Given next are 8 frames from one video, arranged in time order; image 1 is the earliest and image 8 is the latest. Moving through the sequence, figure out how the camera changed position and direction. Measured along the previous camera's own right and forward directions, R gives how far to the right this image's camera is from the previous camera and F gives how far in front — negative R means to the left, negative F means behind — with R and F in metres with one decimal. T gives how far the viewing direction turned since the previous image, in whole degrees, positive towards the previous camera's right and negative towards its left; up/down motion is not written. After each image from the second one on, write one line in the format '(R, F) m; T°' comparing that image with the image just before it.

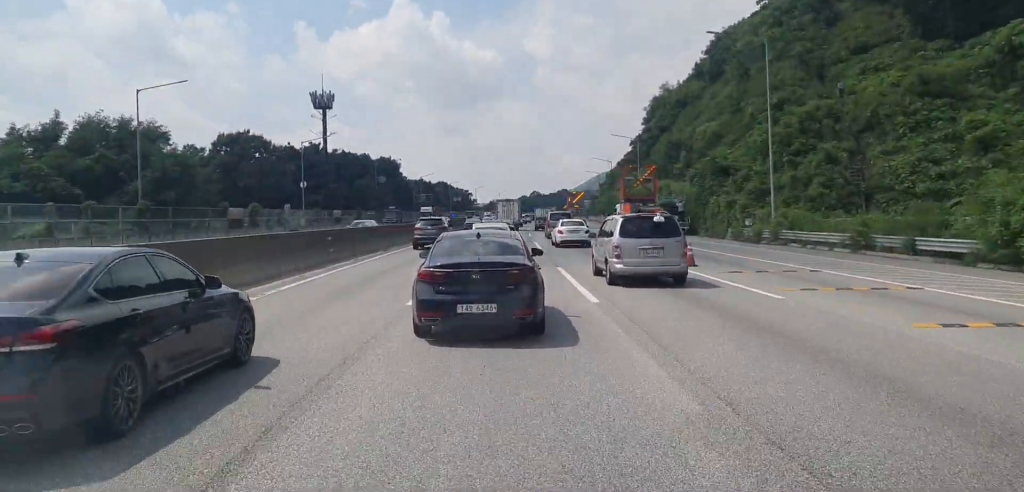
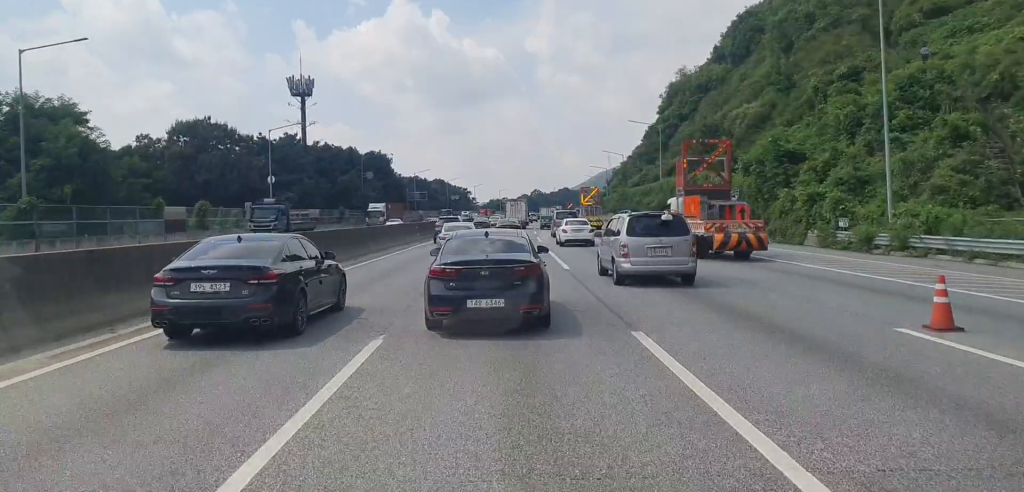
(-0.7, +14.4) m; -2°
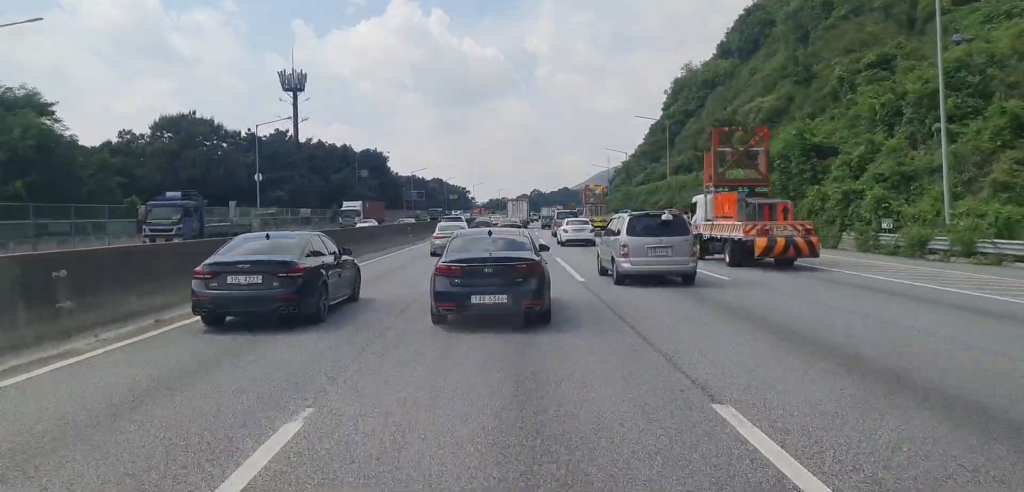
(+0.2, +4.3) m; +1°
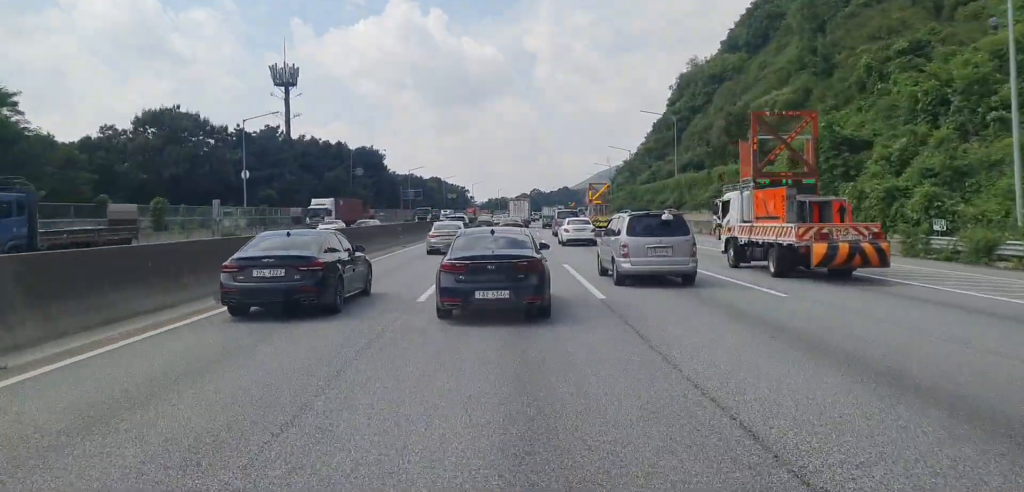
(+0.1, +4.0) m; +1°
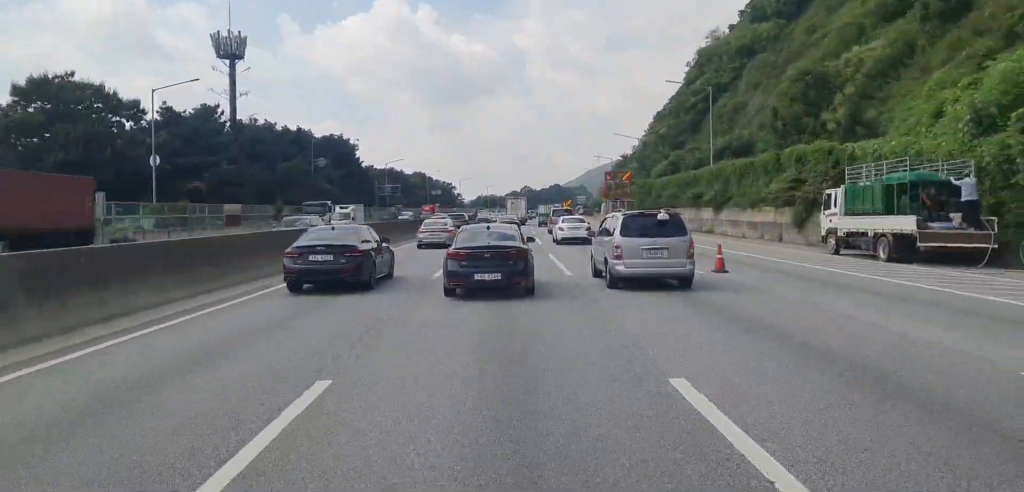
(+0.1, +17.8) m; 0°
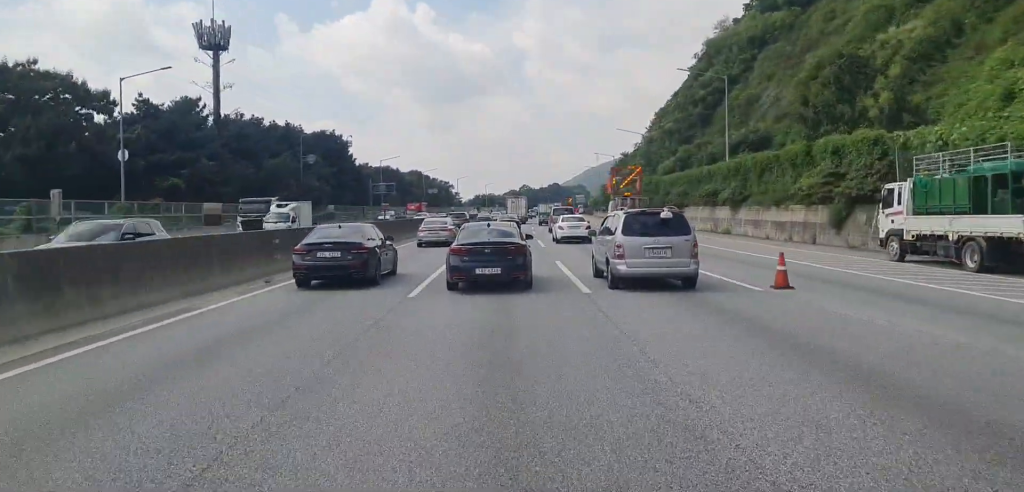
(0.0, +5.2) m; 0°
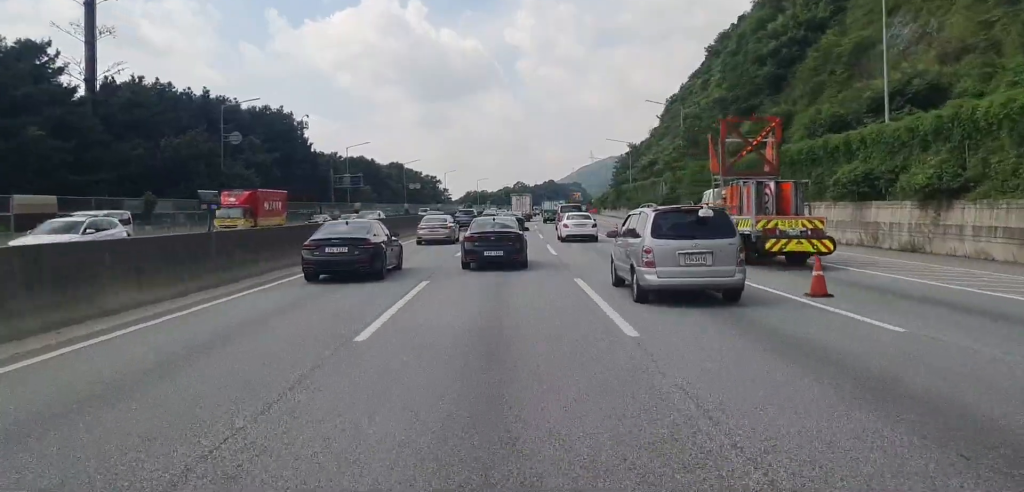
(0.0, +25.4) m; 0°
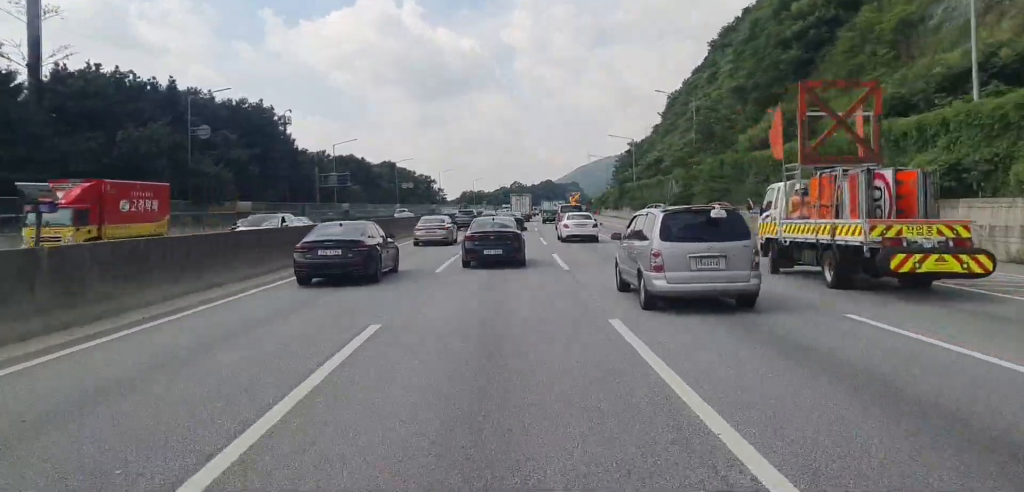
(0.0, +7.2) m; 0°
